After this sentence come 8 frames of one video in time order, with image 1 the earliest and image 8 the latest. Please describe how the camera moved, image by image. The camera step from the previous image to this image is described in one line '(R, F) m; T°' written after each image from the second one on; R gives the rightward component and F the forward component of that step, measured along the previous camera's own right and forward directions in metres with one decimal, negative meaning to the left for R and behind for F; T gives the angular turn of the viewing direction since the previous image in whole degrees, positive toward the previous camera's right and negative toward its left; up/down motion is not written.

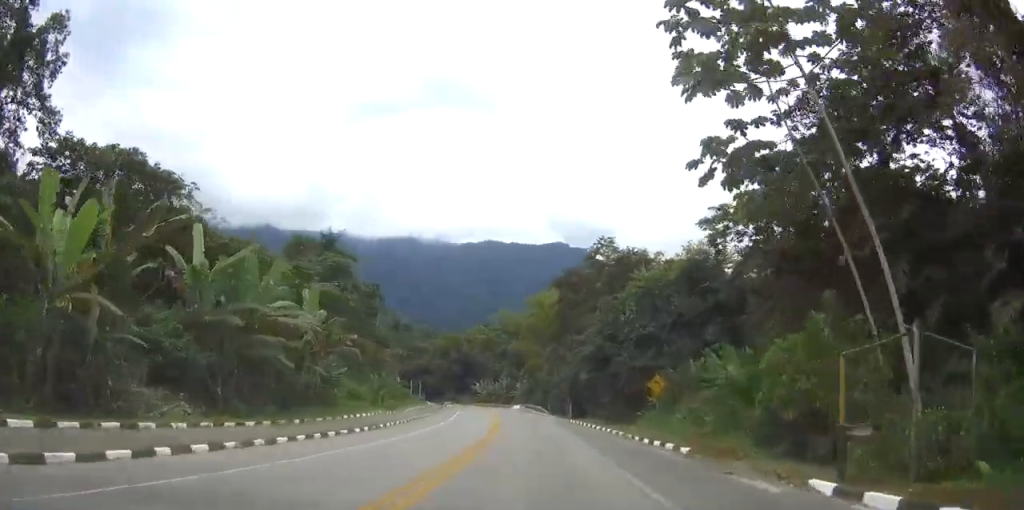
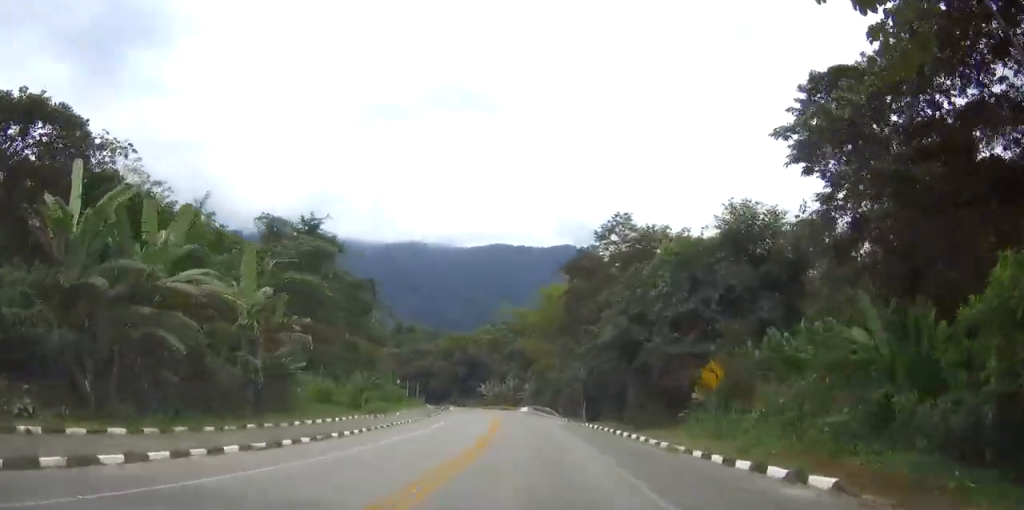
(0.0, +10.0) m; -1°
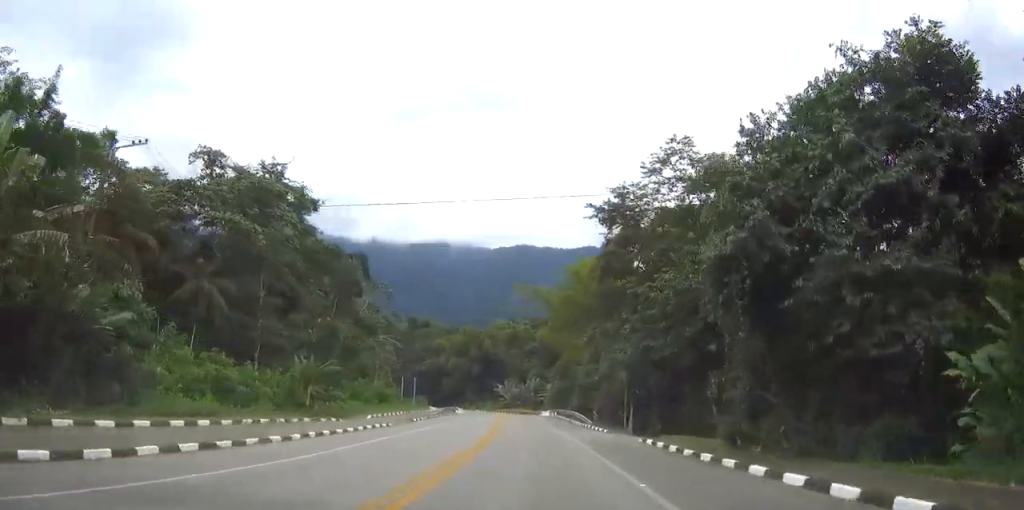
(-0.2, +19.1) m; -2°
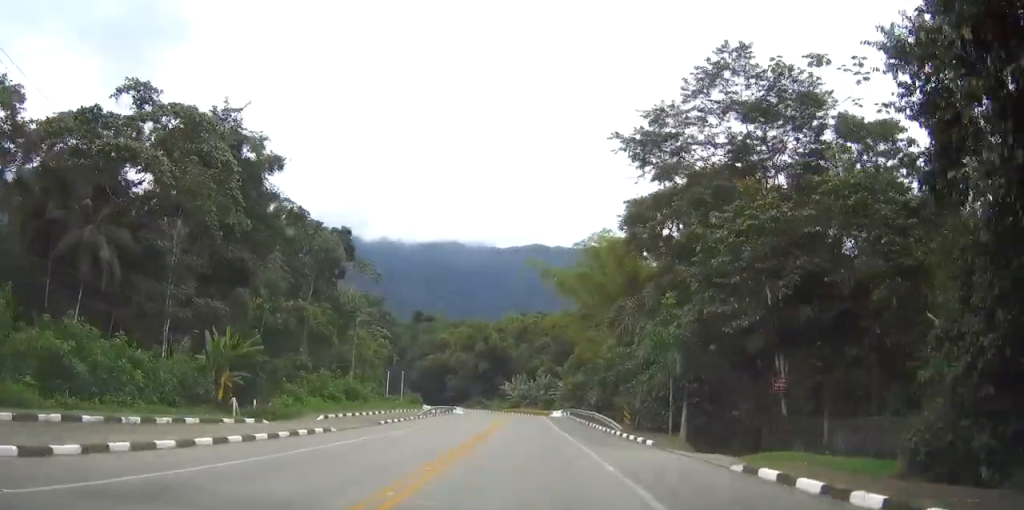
(-0.2, +12.6) m; -1°
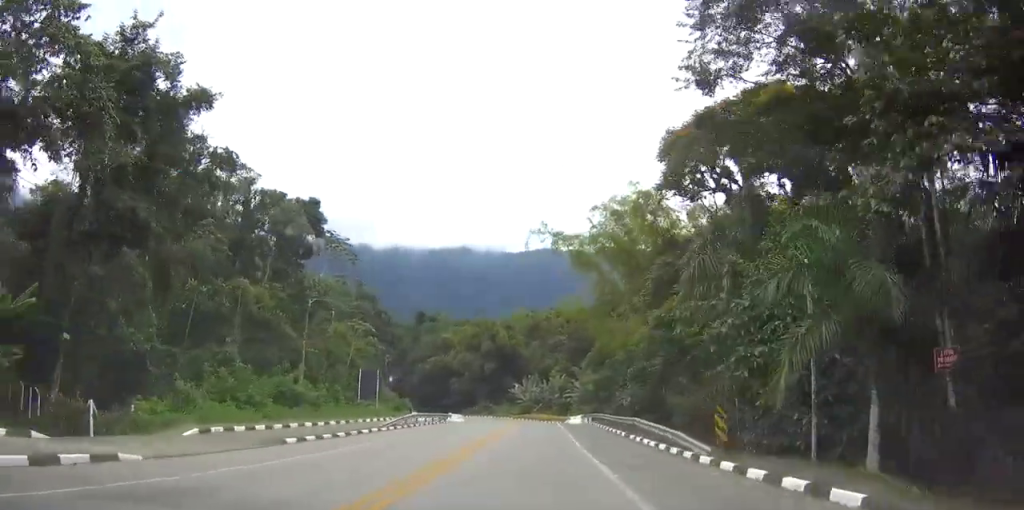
(-0.2, +15.2) m; -1°
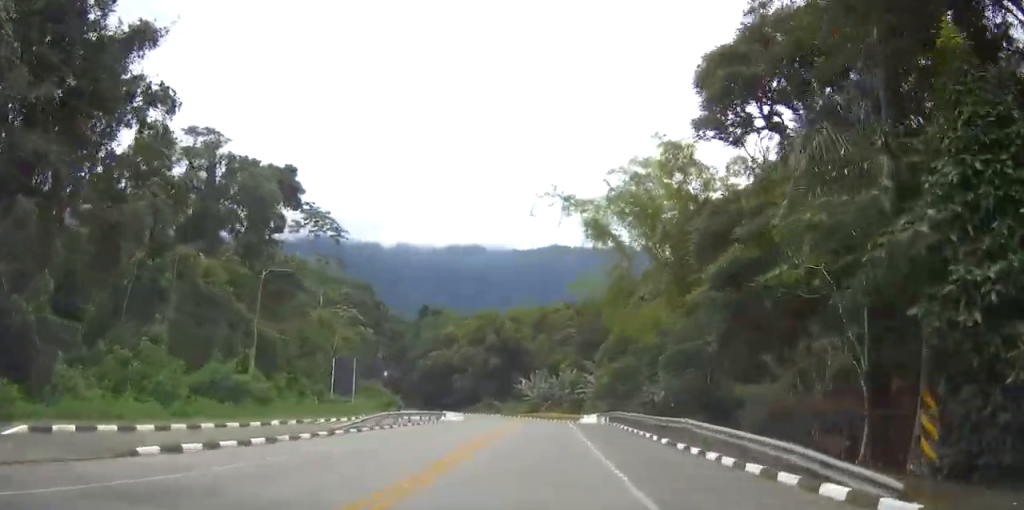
(0.0, +9.1) m; 0°
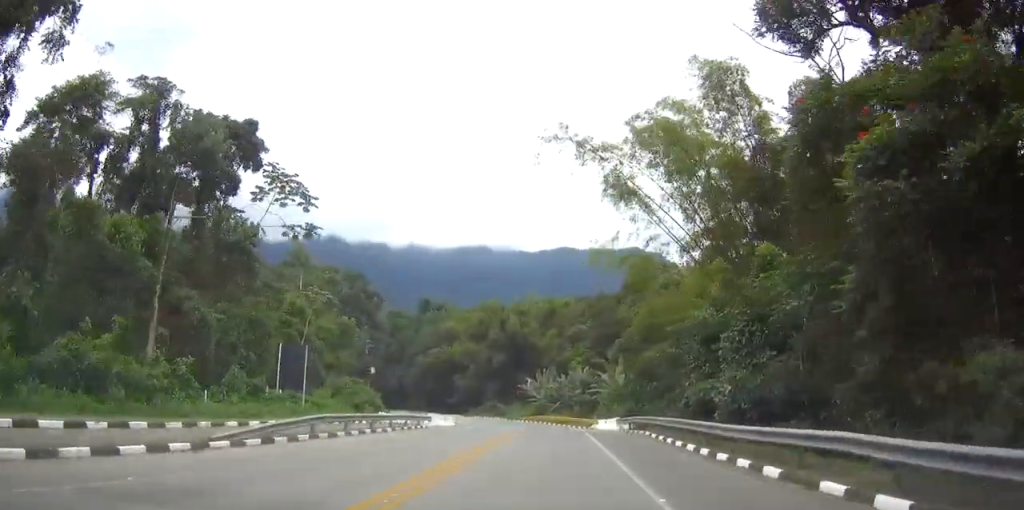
(0.0, +10.8) m; 0°
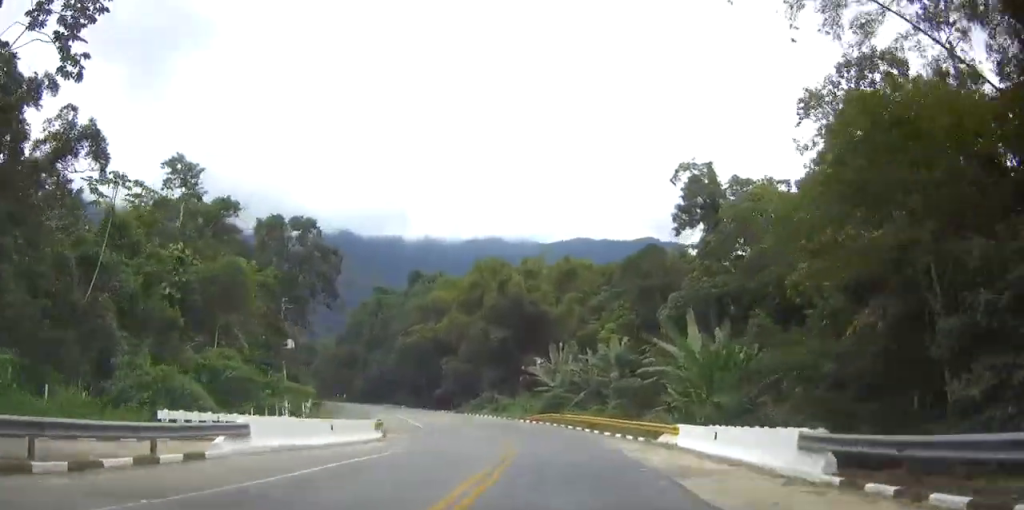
(0.0, +31.7) m; -2°
